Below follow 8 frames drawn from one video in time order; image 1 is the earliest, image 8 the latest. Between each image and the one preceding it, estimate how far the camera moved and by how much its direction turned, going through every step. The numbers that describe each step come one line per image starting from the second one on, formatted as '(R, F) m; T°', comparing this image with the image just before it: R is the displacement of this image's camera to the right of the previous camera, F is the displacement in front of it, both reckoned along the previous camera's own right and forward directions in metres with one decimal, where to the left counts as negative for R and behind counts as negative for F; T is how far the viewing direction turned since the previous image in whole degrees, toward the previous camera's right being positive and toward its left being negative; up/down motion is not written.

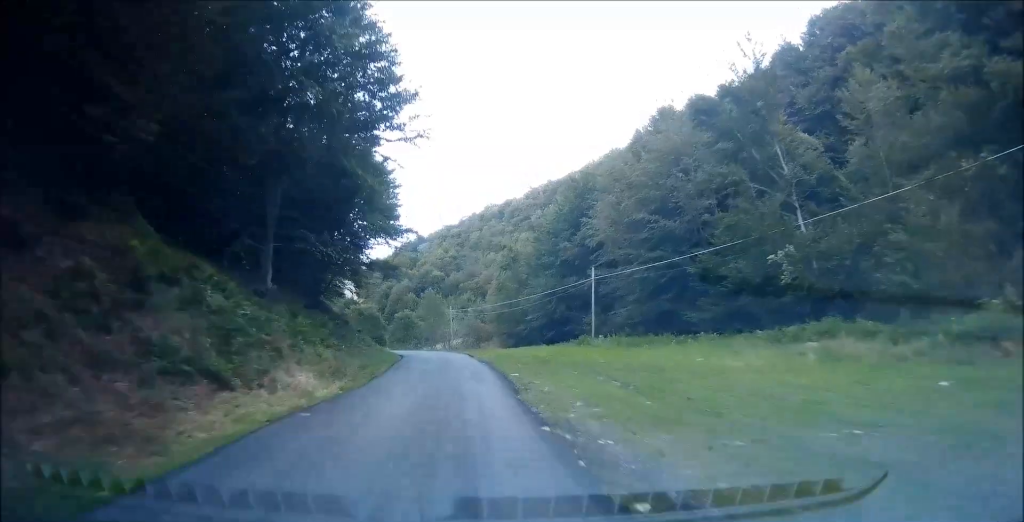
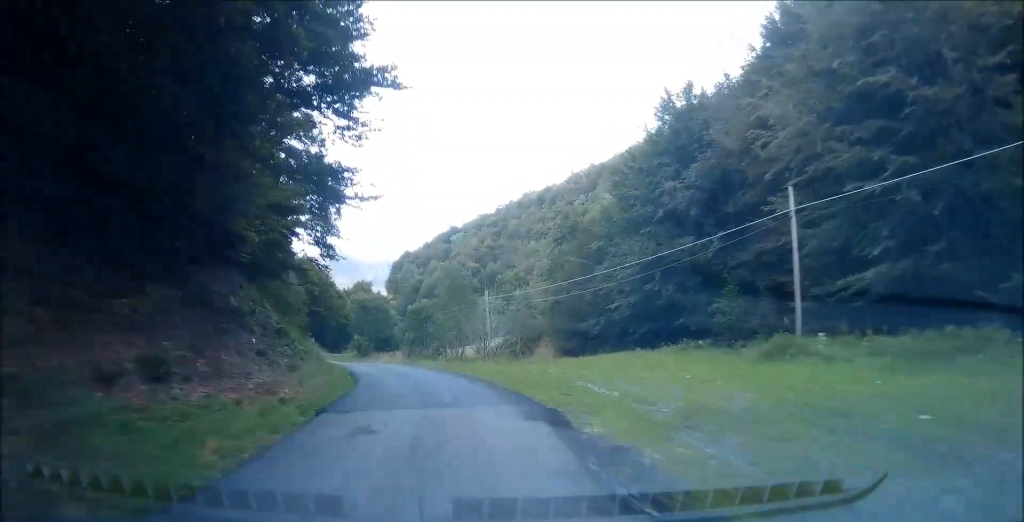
(-0.8, +25.1) m; -1°
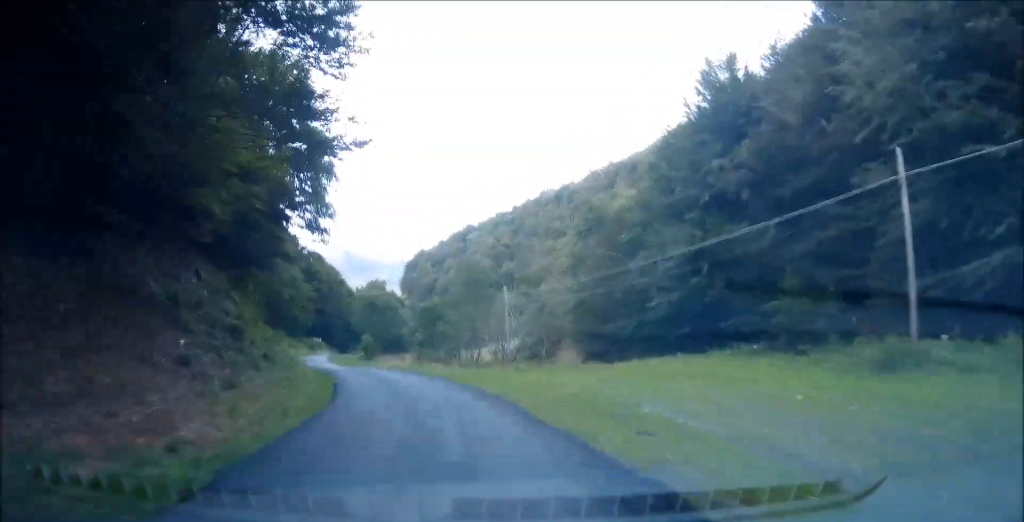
(-0.3, +5.7) m; 0°
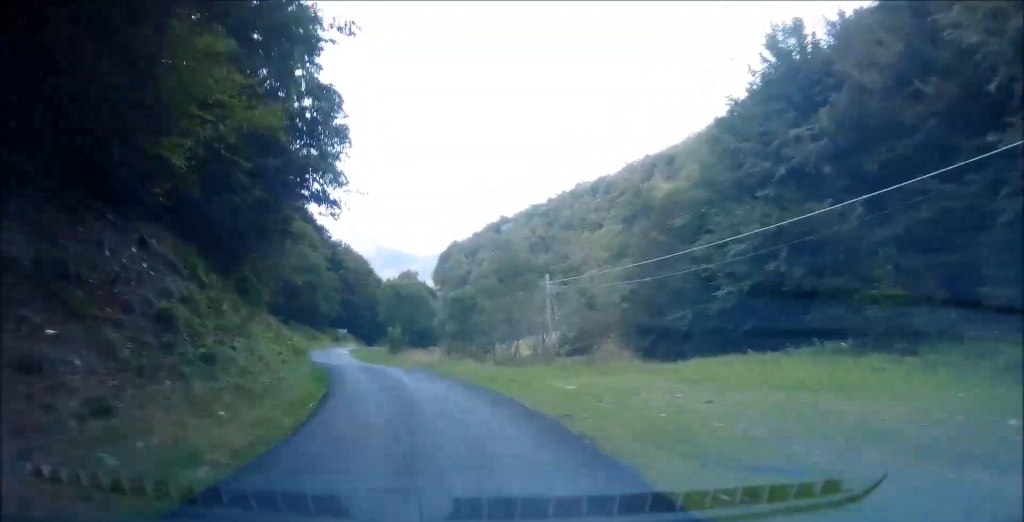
(+0.3, +5.6) m; -1°
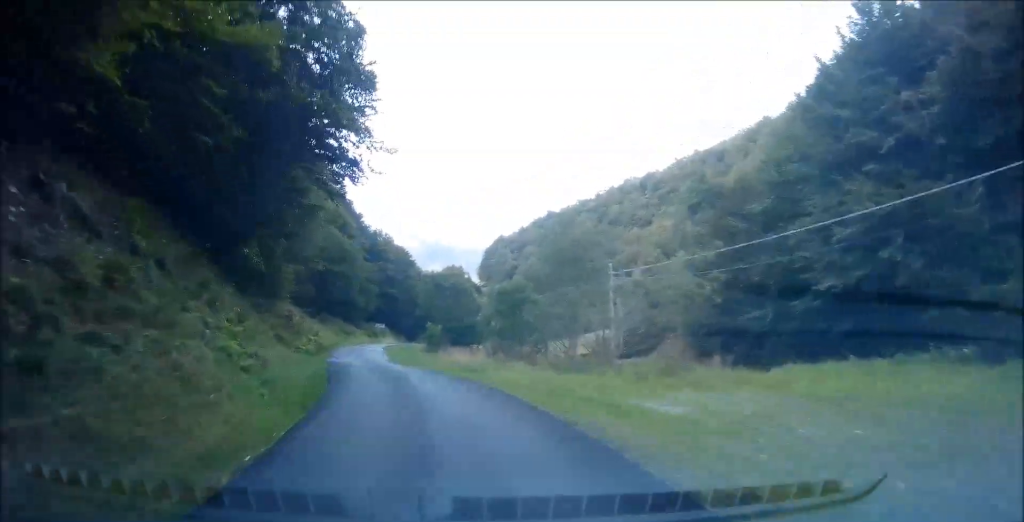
(+0.4, +5.9) m; -2°
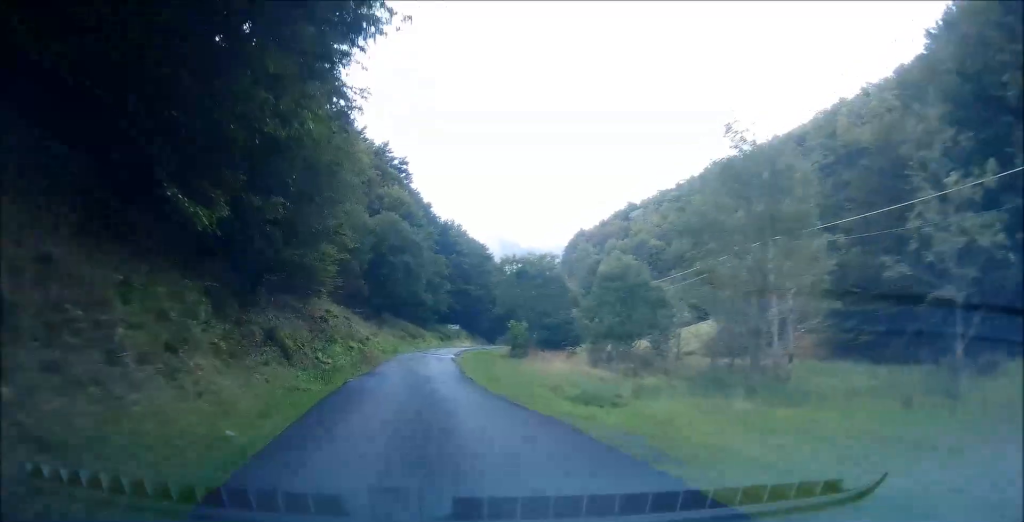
(-1.2, +11.1) m; -11°
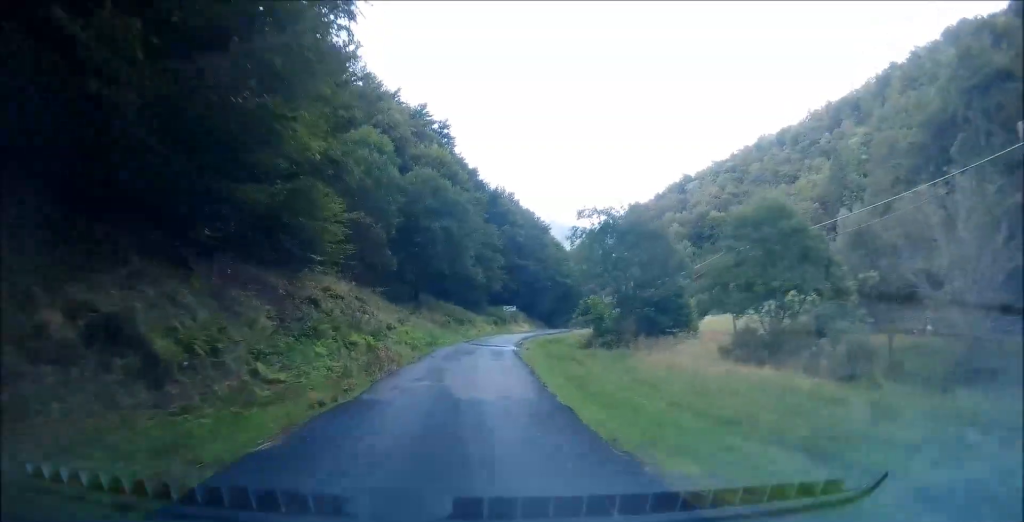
(-1.0, +11.5) m; -5°
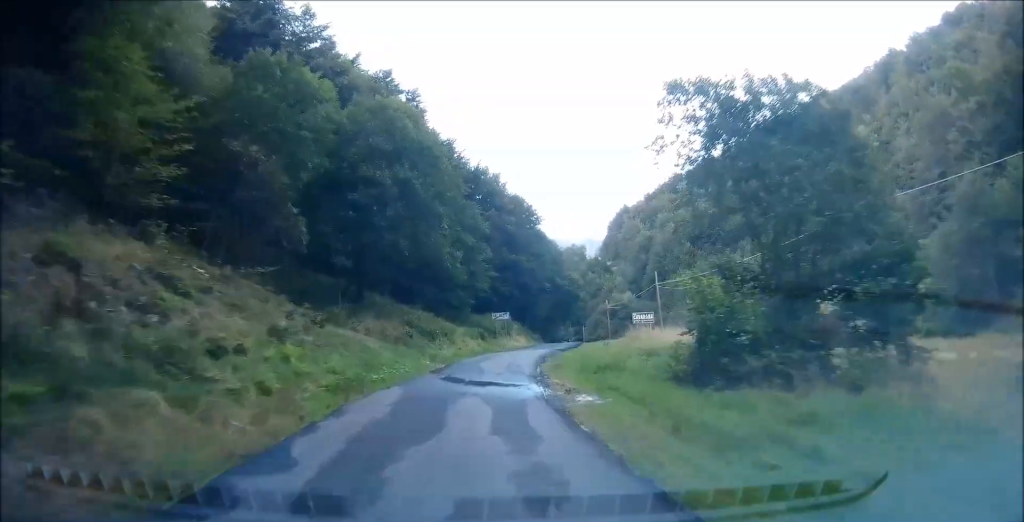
(+0.1, +16.9) m; +1°
